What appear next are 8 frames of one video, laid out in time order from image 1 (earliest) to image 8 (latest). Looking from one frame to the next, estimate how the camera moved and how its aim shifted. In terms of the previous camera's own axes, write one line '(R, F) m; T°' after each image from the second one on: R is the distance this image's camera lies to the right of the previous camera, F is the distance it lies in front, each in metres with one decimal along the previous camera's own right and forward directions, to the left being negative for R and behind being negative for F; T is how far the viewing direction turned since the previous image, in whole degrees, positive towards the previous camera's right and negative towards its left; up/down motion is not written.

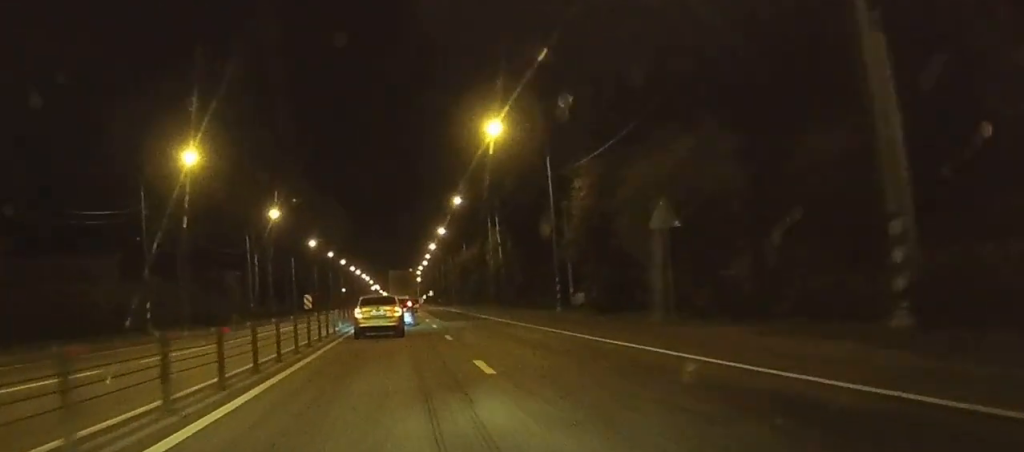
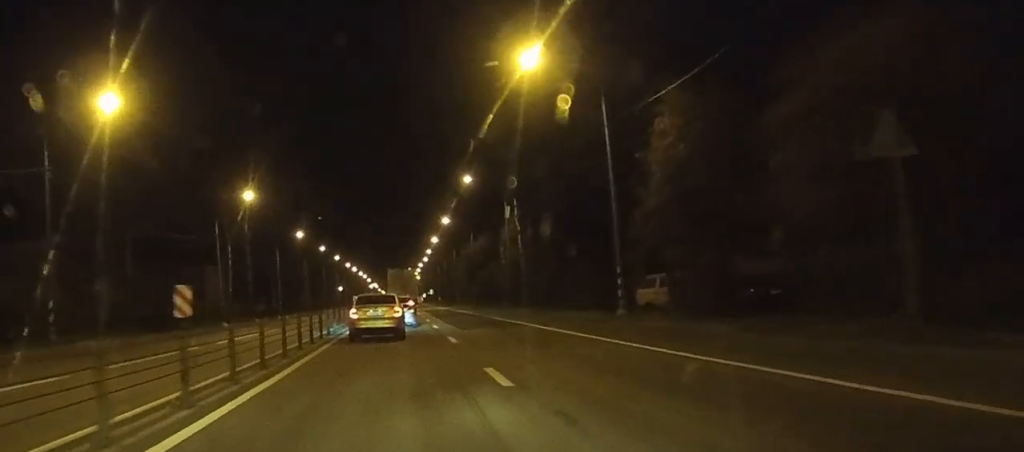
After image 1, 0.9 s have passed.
(0.0, +14.1) m; 0°
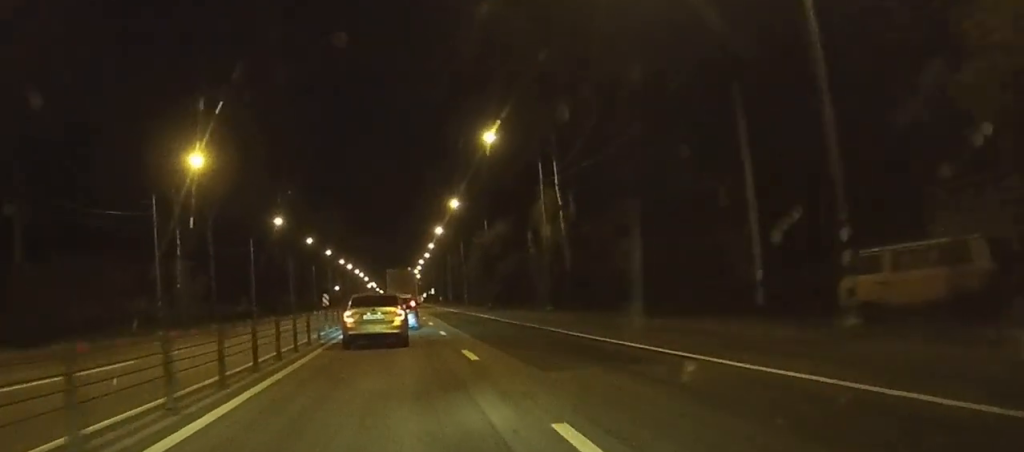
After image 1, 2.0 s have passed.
(0.0, +18.4) m; 0°
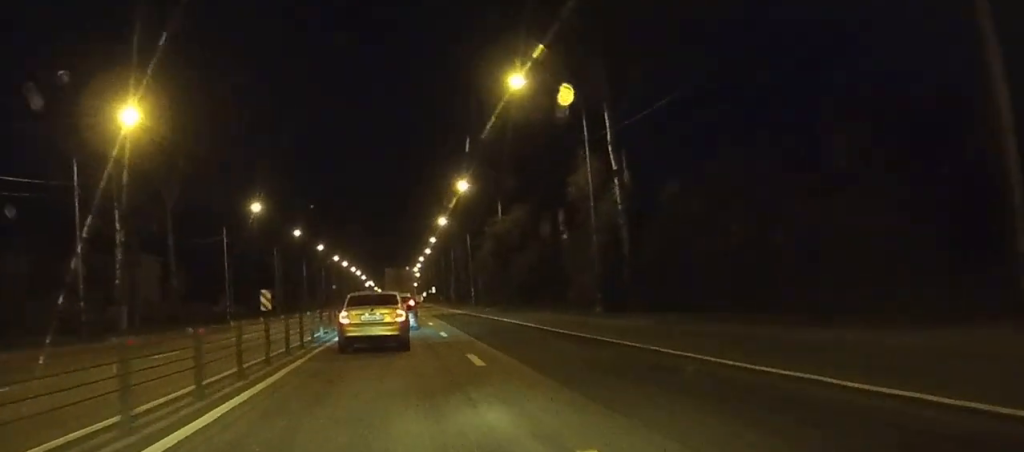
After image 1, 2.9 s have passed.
(0.0, +13.3) m; 0°
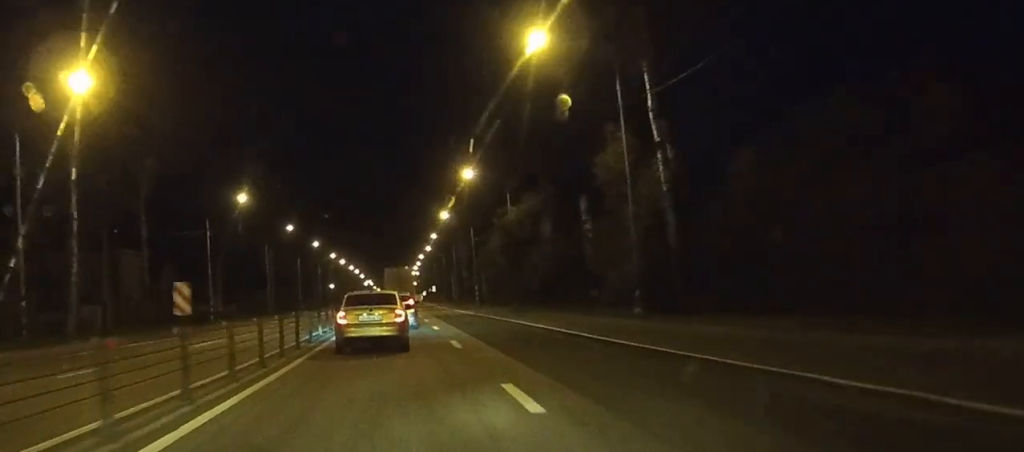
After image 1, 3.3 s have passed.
(0.0, +6.5) m; 0°
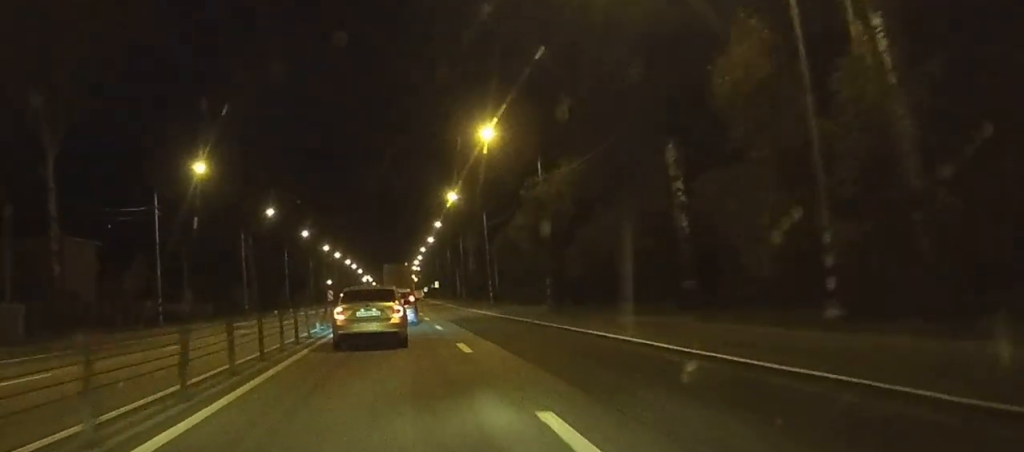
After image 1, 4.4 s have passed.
(0.0, +15.3) m; 0°
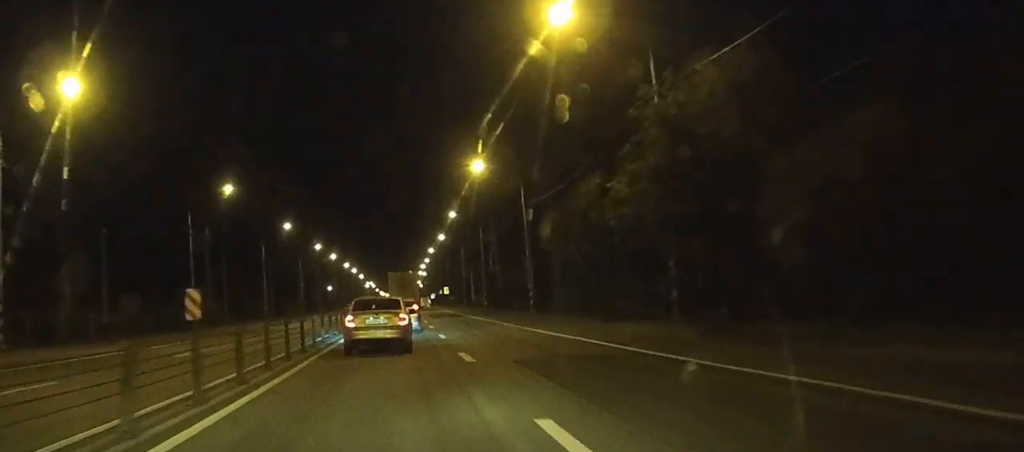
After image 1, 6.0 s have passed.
(0.0, +23.8) m; 0°
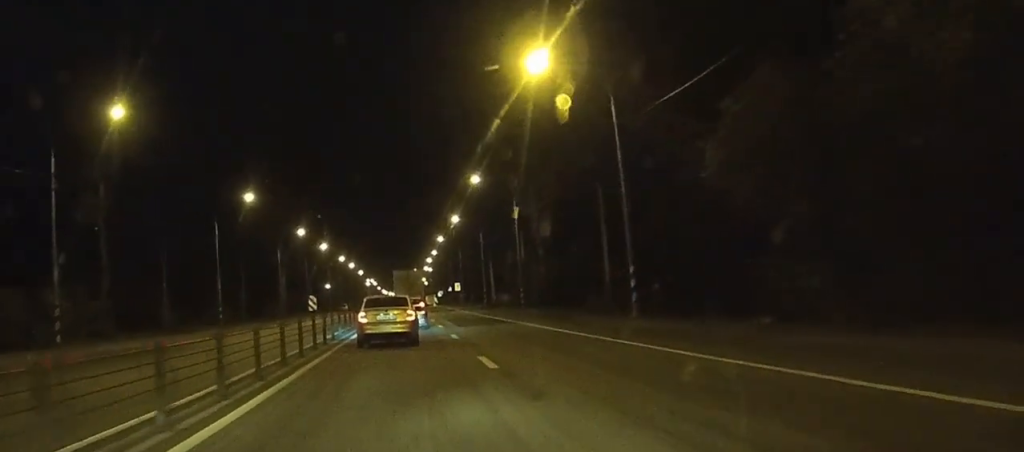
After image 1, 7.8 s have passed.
(-0.1, +26.1) m; 0°
